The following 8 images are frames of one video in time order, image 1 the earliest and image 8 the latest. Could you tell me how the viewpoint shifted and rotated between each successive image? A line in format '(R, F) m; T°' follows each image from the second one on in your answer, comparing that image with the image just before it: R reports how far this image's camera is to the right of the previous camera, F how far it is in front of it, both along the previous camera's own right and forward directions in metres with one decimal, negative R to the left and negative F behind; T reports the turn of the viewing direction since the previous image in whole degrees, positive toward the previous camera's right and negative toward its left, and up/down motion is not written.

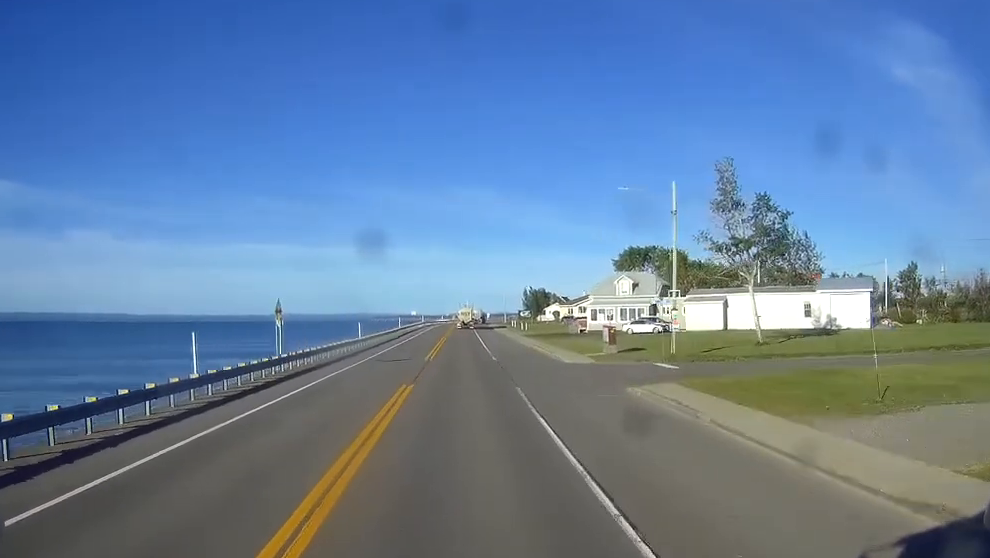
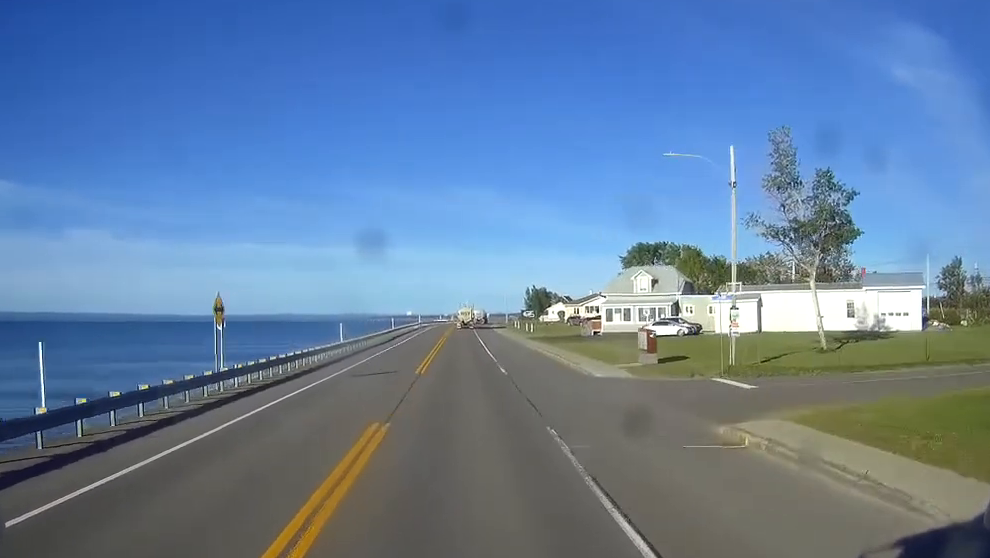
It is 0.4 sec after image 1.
(0.0, +10.0) m; 0°
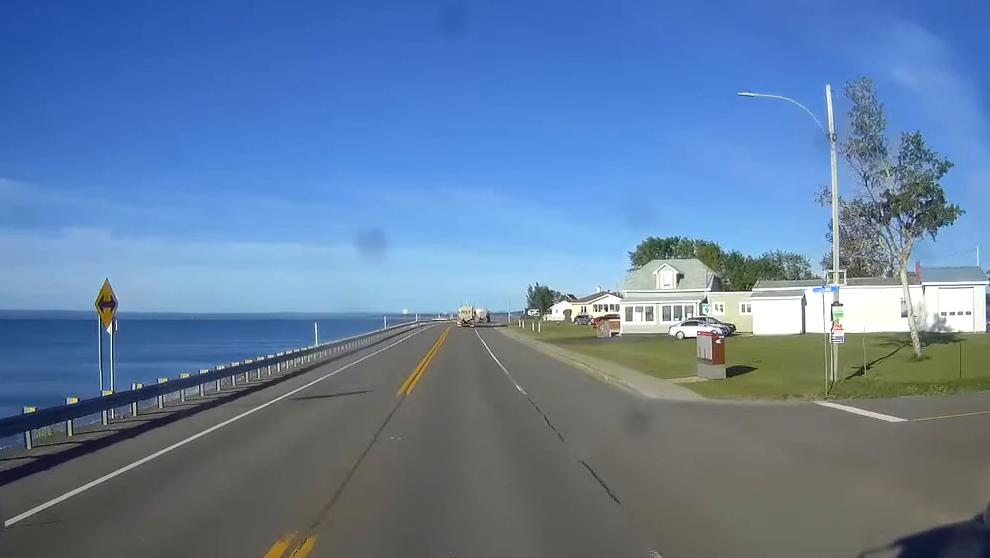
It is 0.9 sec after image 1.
(0.0, +10.0) m; 0°
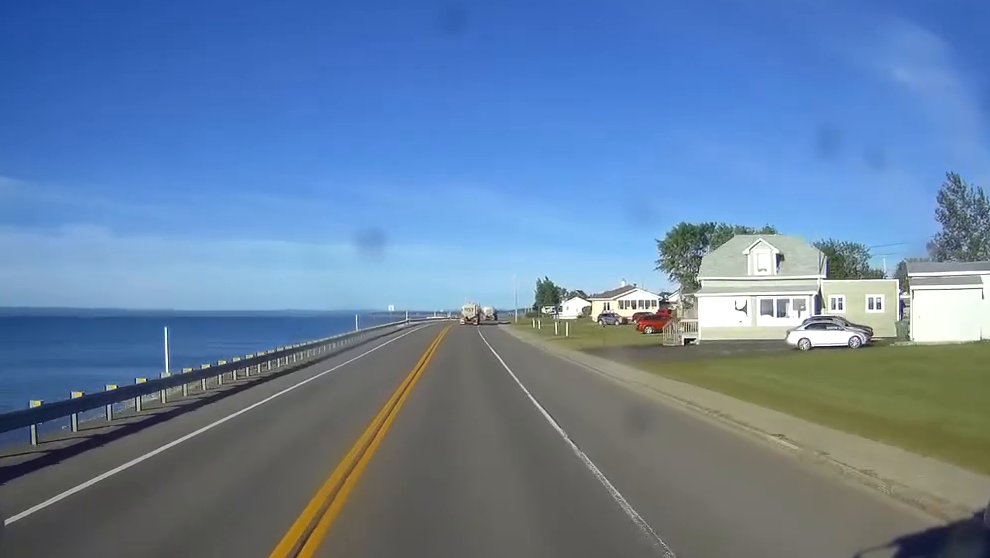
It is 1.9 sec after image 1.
(0.0, +24.6) m; 0°
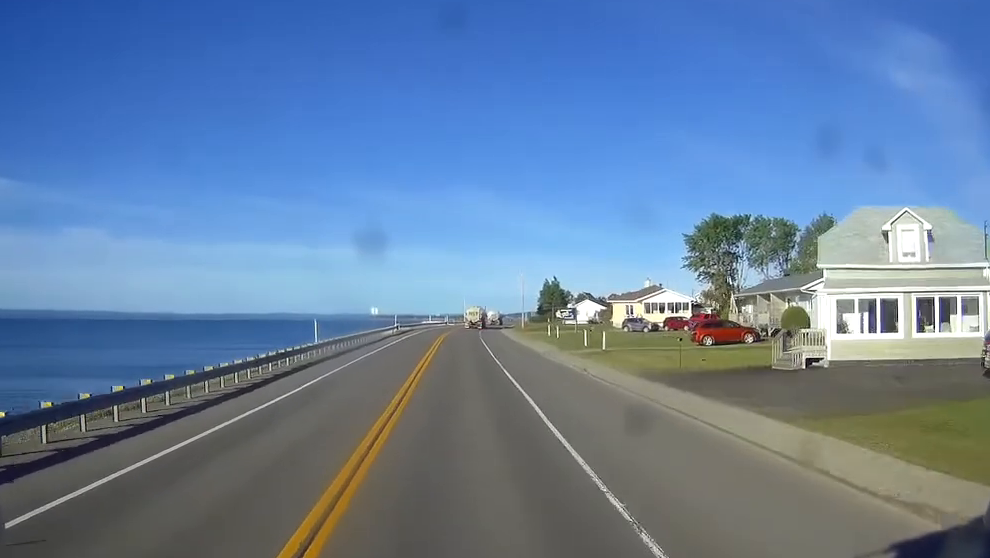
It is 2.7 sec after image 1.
(+0.1, +18.4) m; 0°
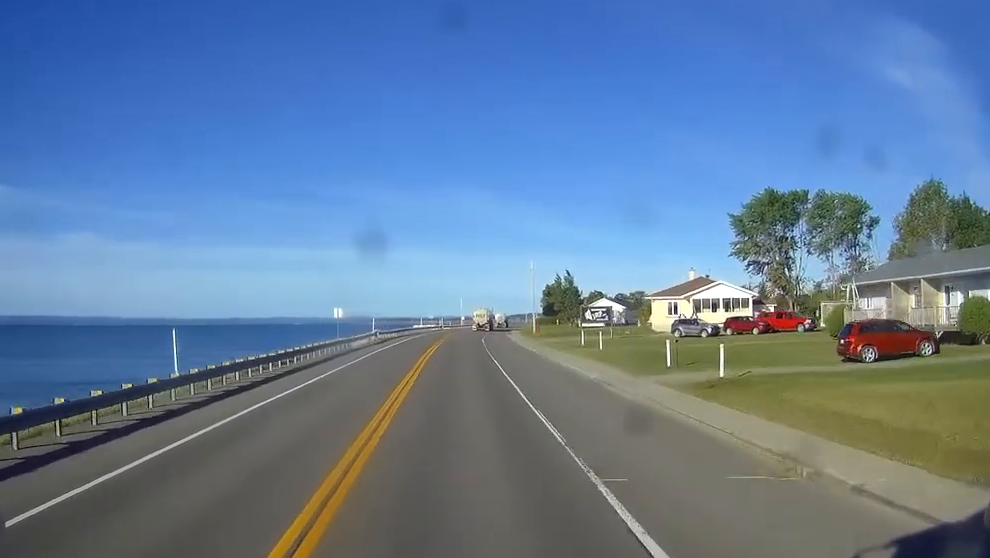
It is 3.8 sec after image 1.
(+0.1, +23.6) m; 0°
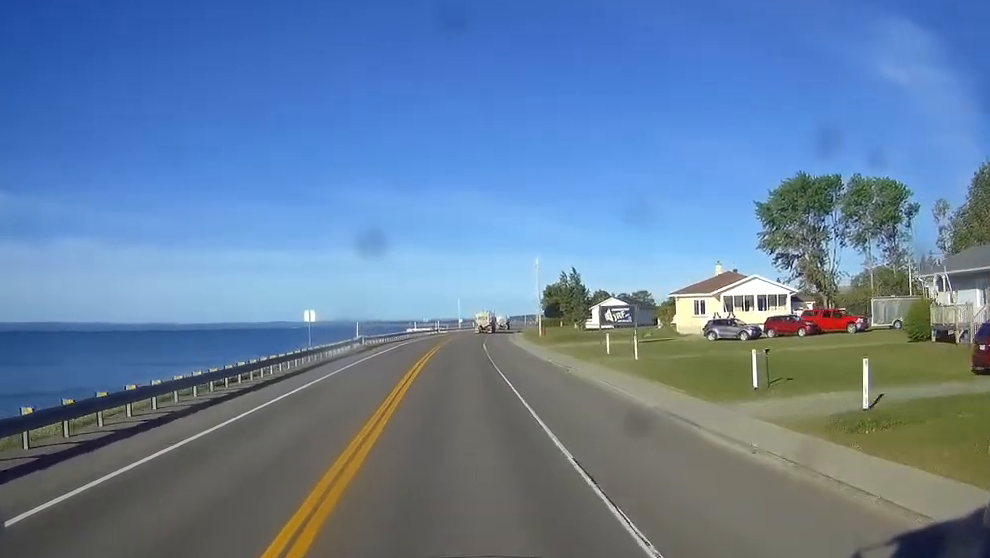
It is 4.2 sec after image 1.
(0.0, +10.7) m; 0°
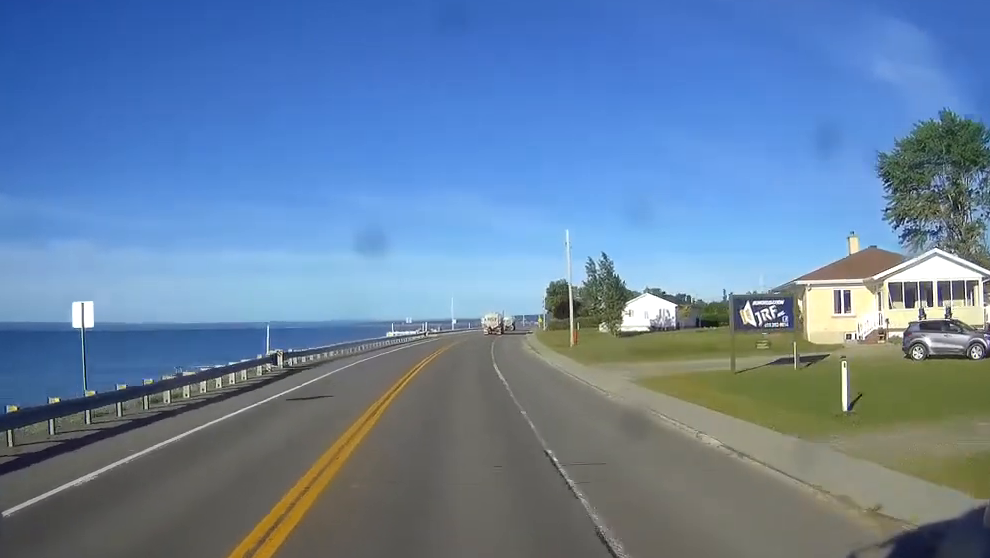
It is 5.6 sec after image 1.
(+0.1, +30.3) m; +1°
